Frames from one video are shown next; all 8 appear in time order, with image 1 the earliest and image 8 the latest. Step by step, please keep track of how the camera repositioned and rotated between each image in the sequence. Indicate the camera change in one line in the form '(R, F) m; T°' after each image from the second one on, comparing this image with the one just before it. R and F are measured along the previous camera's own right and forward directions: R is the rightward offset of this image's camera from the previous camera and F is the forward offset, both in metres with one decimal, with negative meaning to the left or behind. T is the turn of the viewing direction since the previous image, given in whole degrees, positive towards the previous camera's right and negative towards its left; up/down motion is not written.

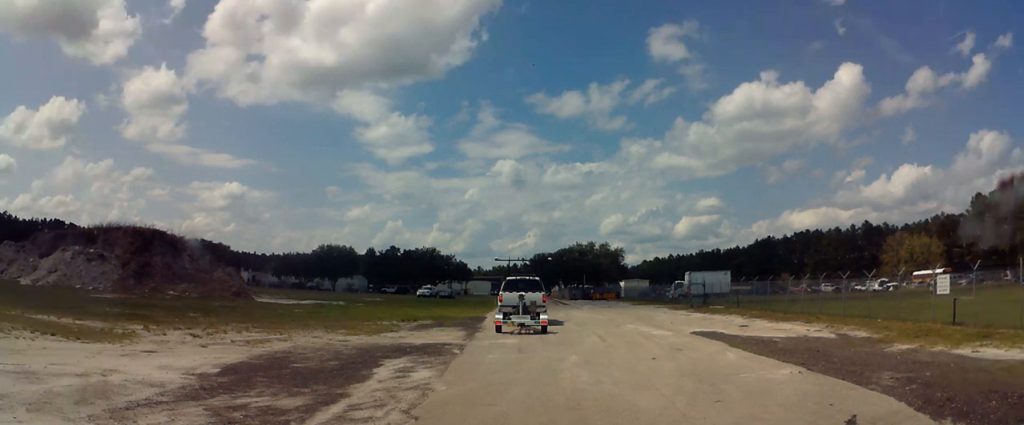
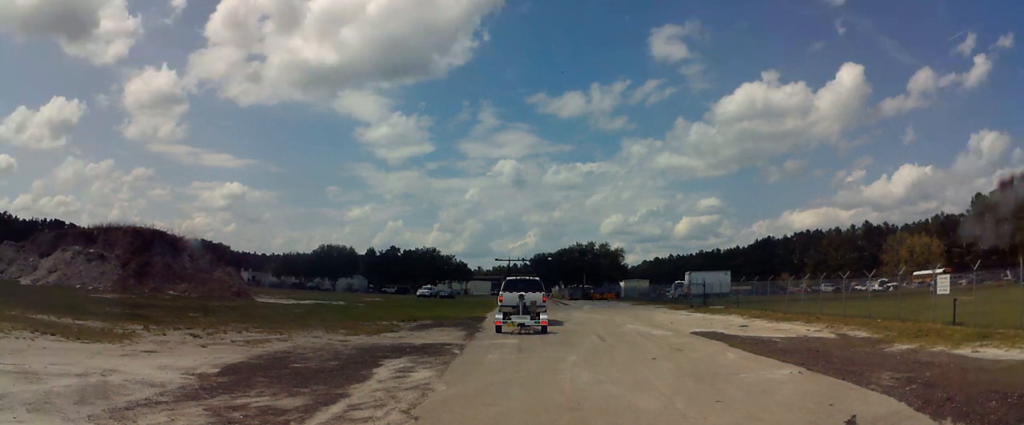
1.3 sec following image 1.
(0.0, 0.0) m; 0°
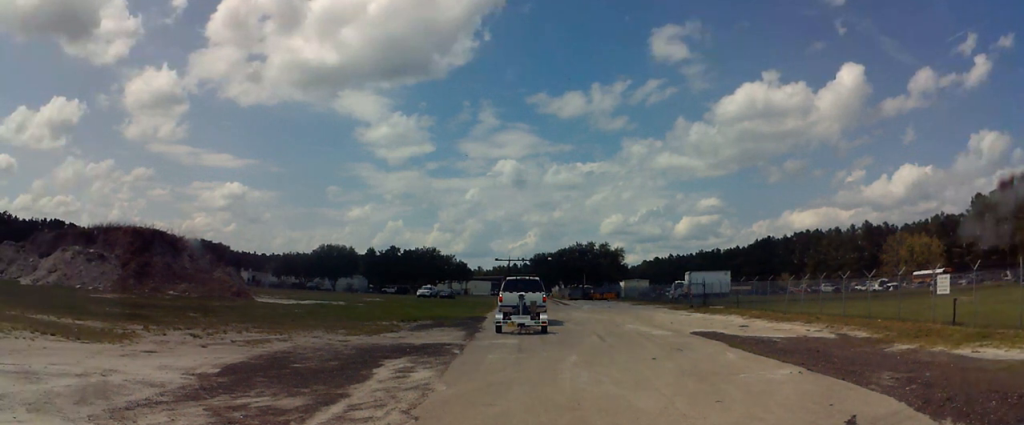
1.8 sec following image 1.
(0.0, 0.0) m; 0°
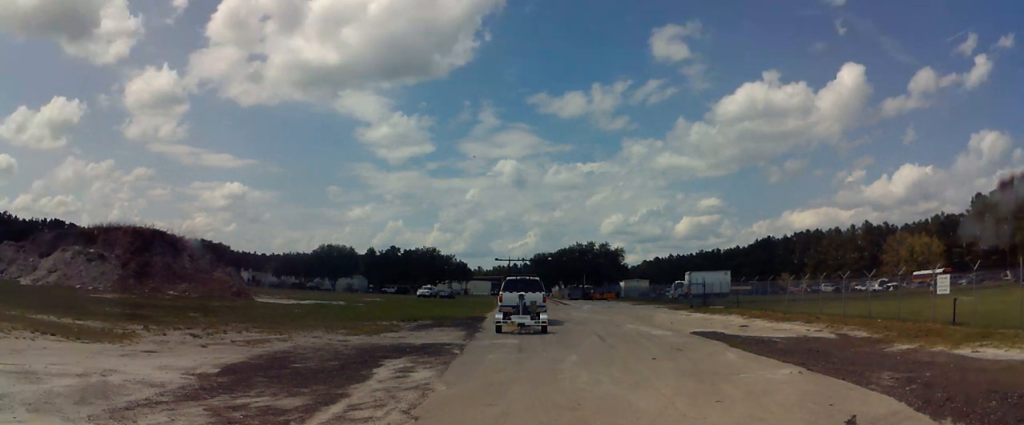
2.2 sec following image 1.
(0.0, 0.0) m; 0°
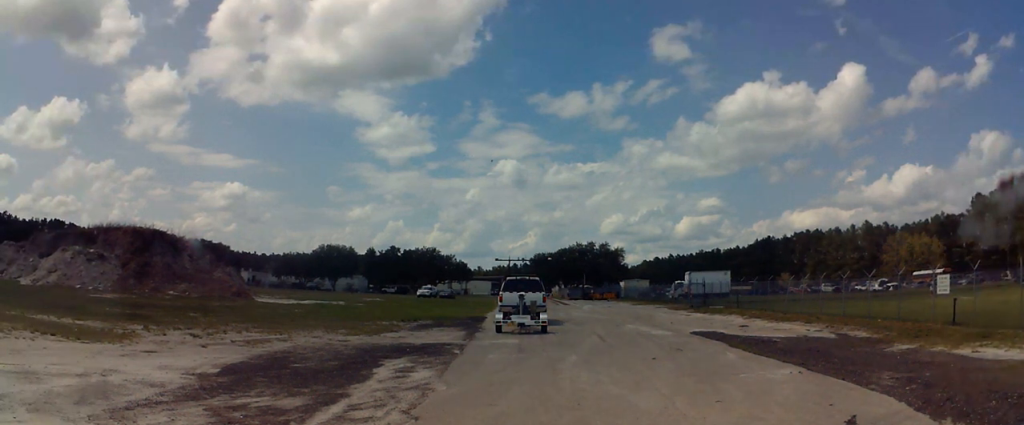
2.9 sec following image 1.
(0.0, 0.0) m; 0°
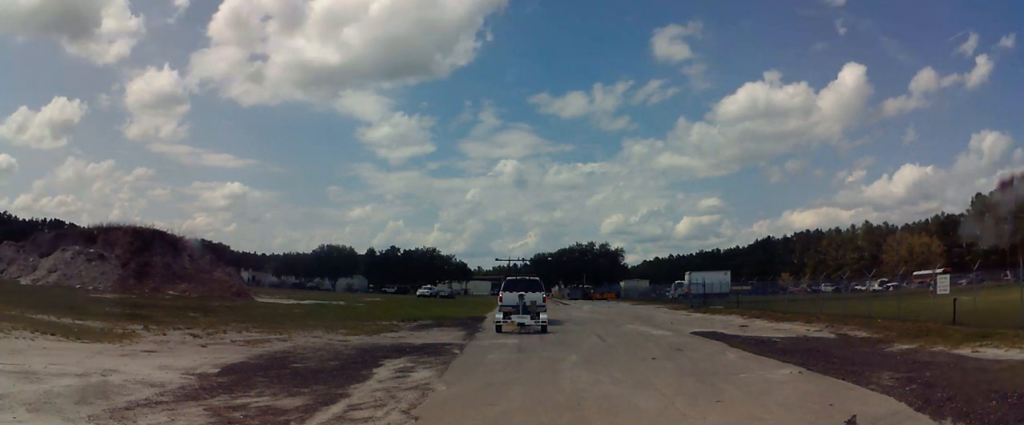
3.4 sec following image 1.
(0.0, 0.0) m; 0°
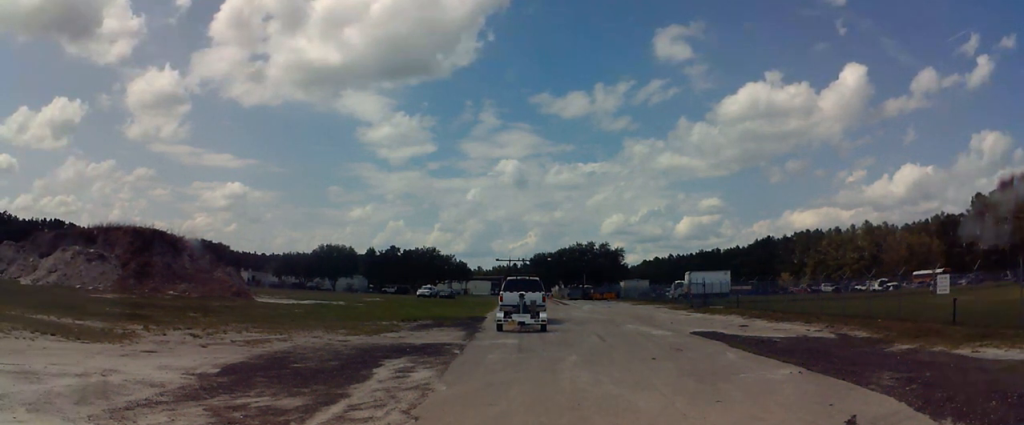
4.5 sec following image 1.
(0.0, 0.0) m; 0°
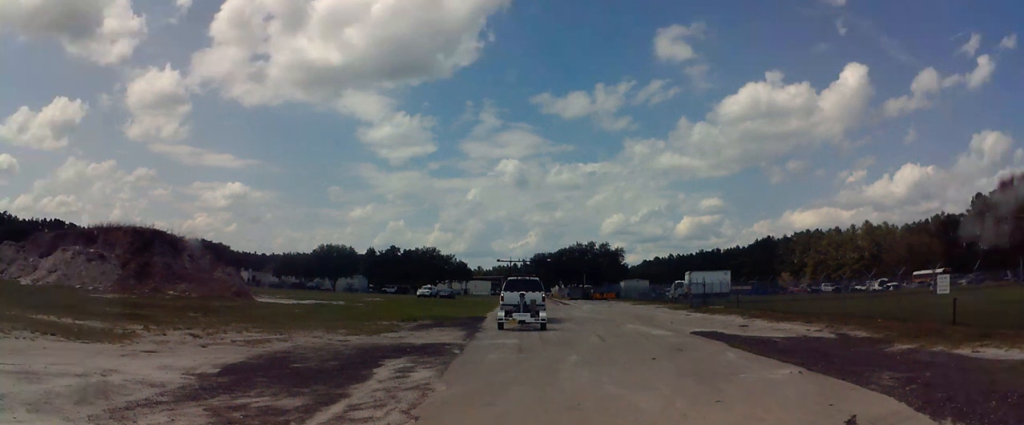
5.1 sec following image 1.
(0.0, 0.0) m; 0°
